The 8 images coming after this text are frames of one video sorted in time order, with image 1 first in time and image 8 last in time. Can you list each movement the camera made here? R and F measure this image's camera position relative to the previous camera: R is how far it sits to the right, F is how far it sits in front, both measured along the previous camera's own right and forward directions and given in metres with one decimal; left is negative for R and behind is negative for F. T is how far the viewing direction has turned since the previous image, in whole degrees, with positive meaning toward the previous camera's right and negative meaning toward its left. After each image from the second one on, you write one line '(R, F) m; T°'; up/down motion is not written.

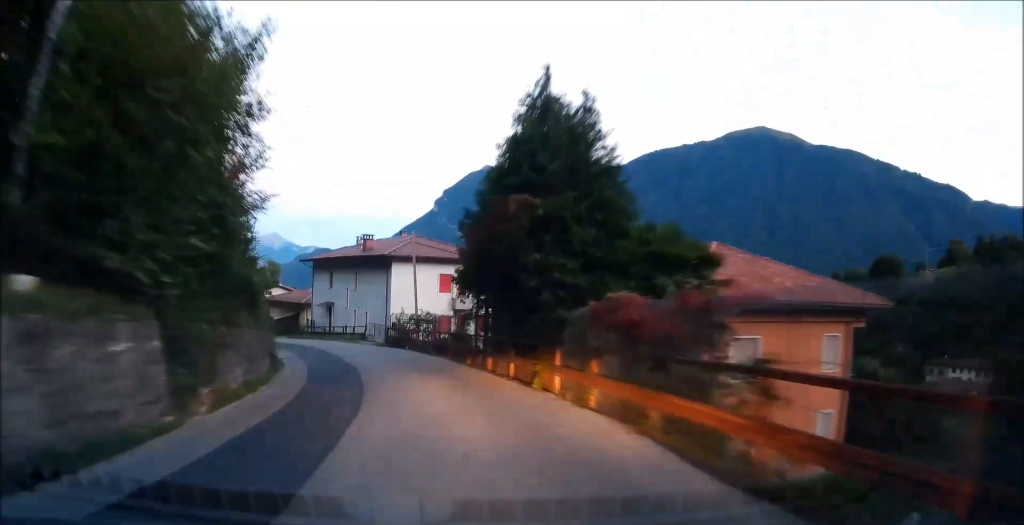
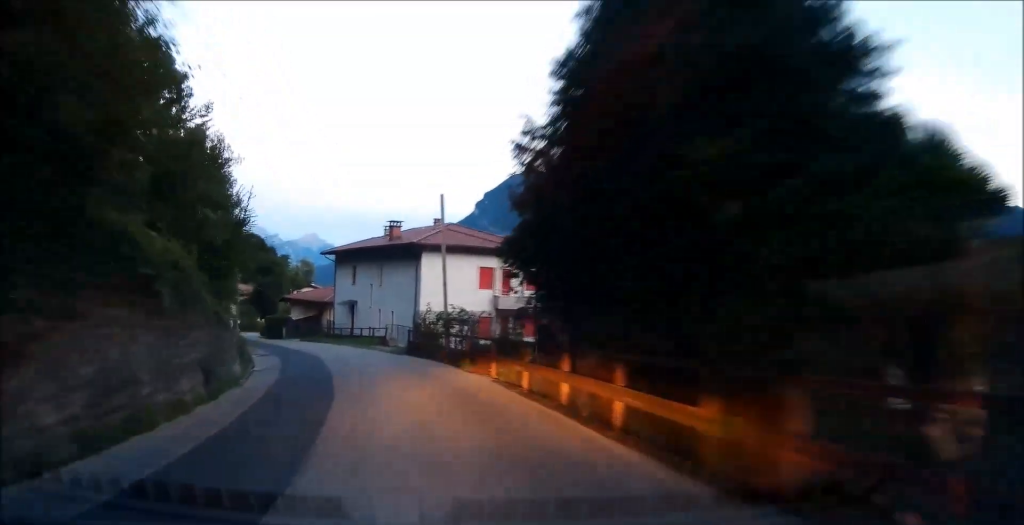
(-0.3, +7.6) m; -4°
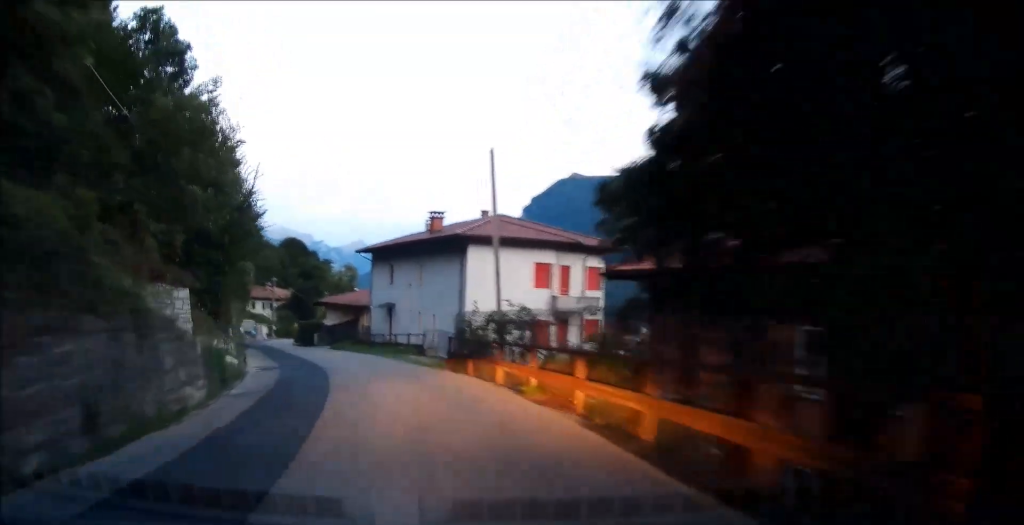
(-0.1, +5.7) m; -3°
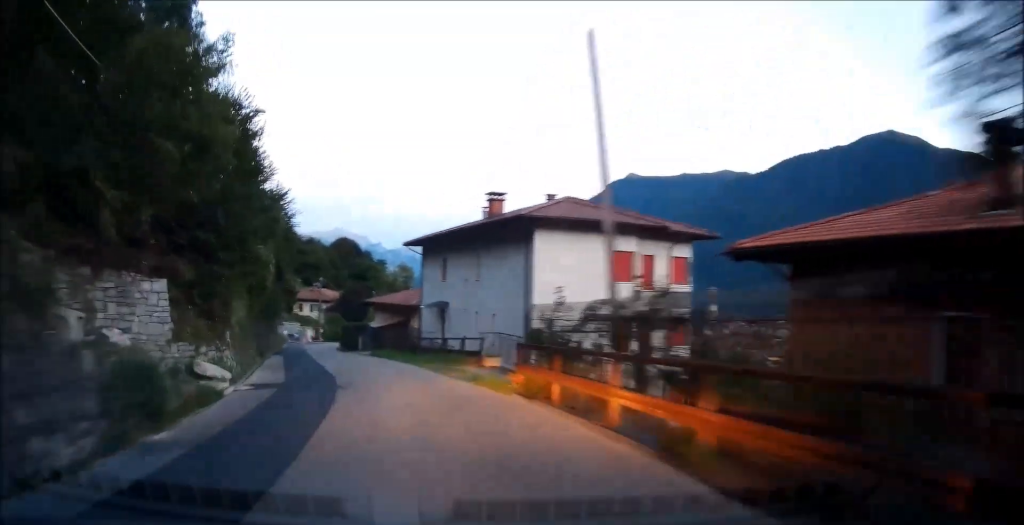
(-0.3, +6.1) m; -5°
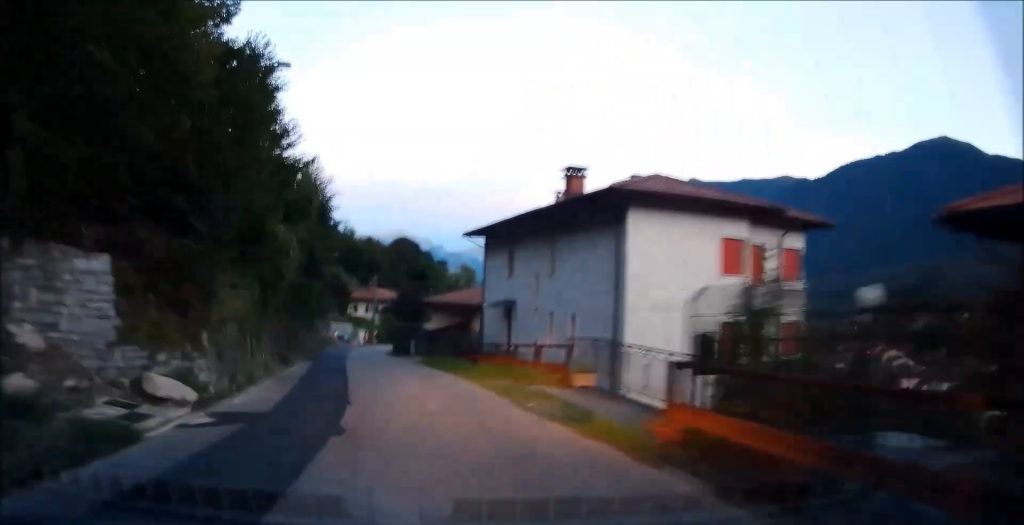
(+0.1, +6.0) m; -5°
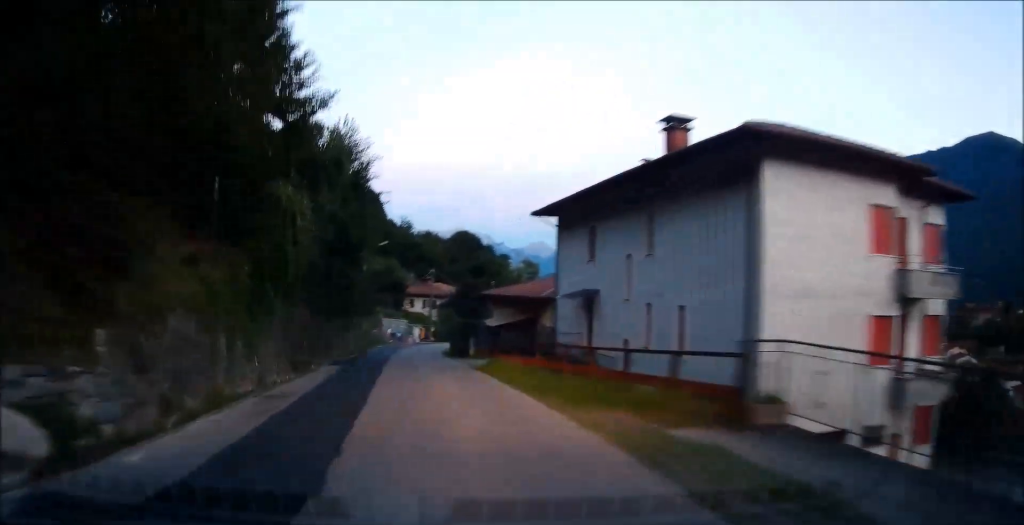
(-0.7, +6.4) m; -5°
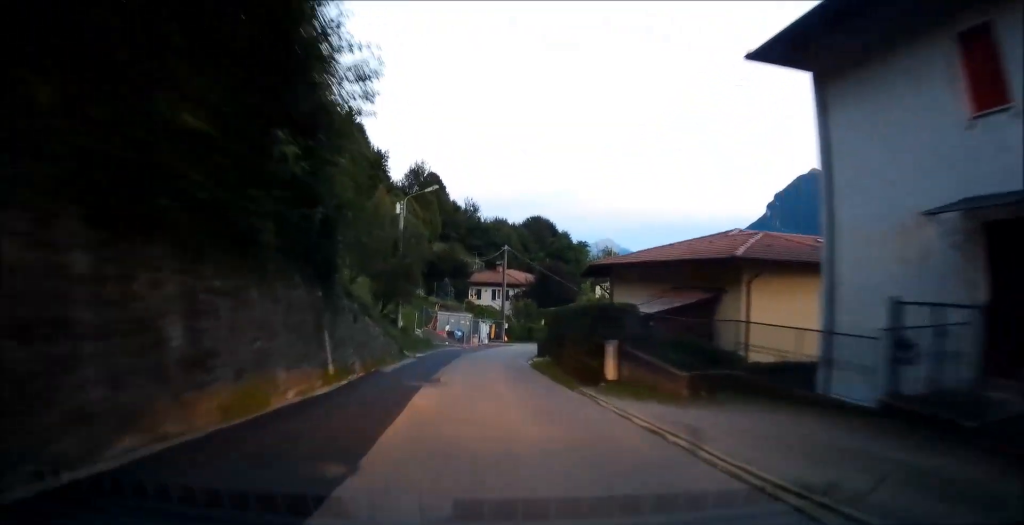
(-1.7, +21.0) m; -3°
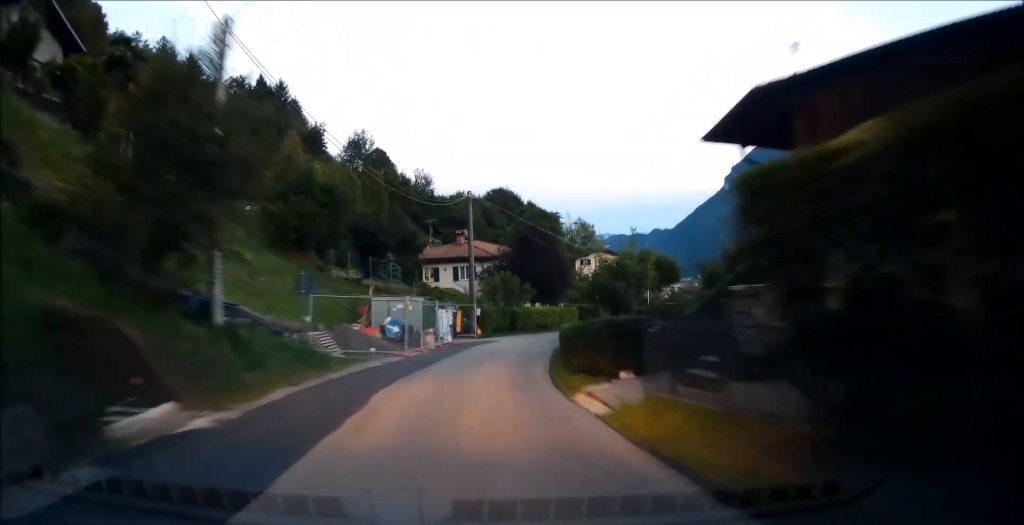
(+0.7, +21.1) m; +3°
